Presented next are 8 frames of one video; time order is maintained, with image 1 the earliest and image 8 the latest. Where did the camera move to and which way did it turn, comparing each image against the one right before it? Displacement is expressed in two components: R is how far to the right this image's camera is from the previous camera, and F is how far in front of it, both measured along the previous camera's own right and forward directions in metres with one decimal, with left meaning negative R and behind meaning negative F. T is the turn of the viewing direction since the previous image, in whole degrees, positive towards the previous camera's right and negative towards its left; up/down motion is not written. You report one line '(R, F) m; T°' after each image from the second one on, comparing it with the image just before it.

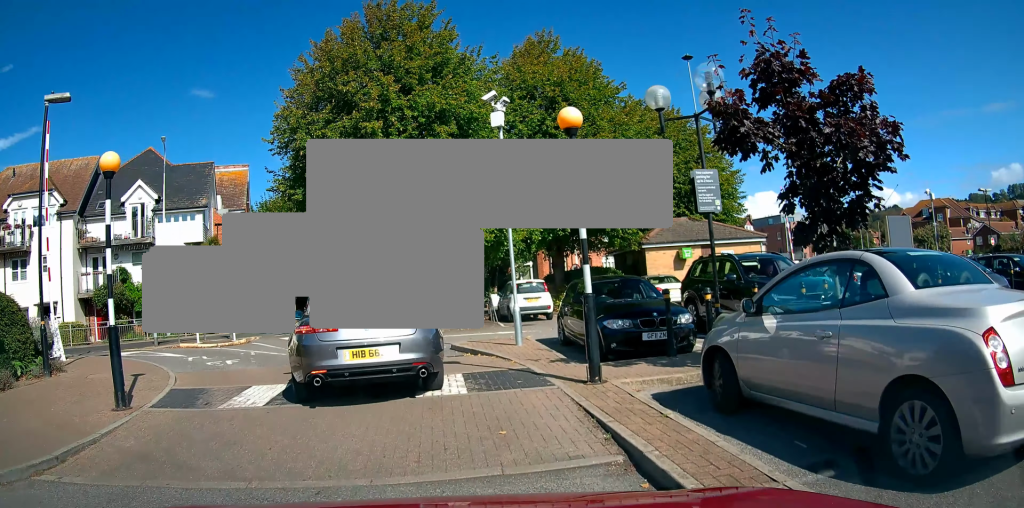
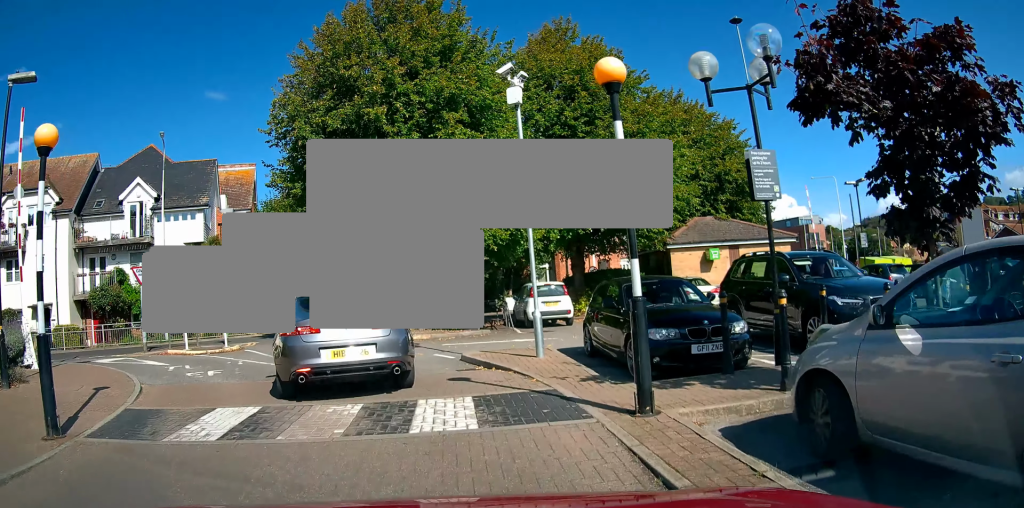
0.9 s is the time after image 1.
(-0.1, +1.6) m; -4°
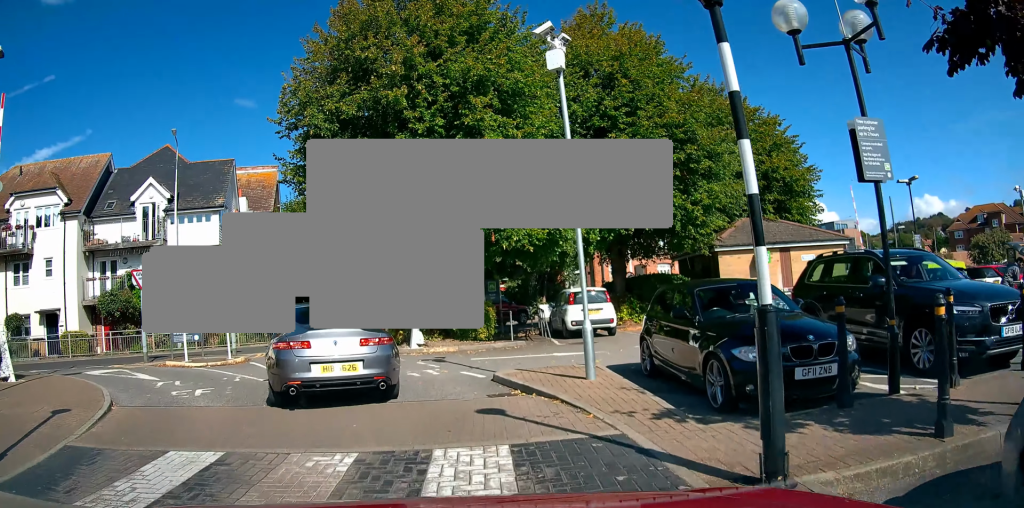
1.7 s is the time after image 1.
(0.0, +1.5) m; -2°
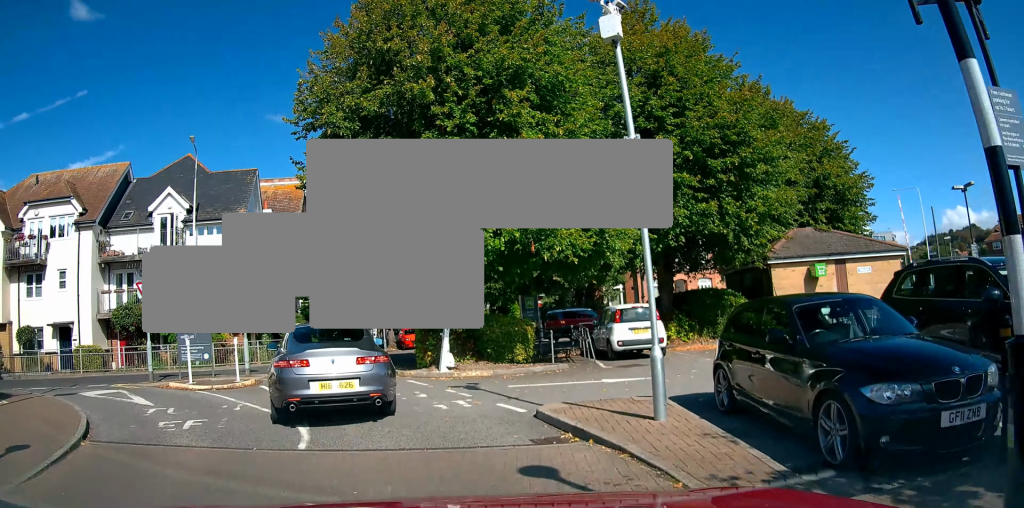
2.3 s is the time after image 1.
(0.0, +1.3) m; -2°
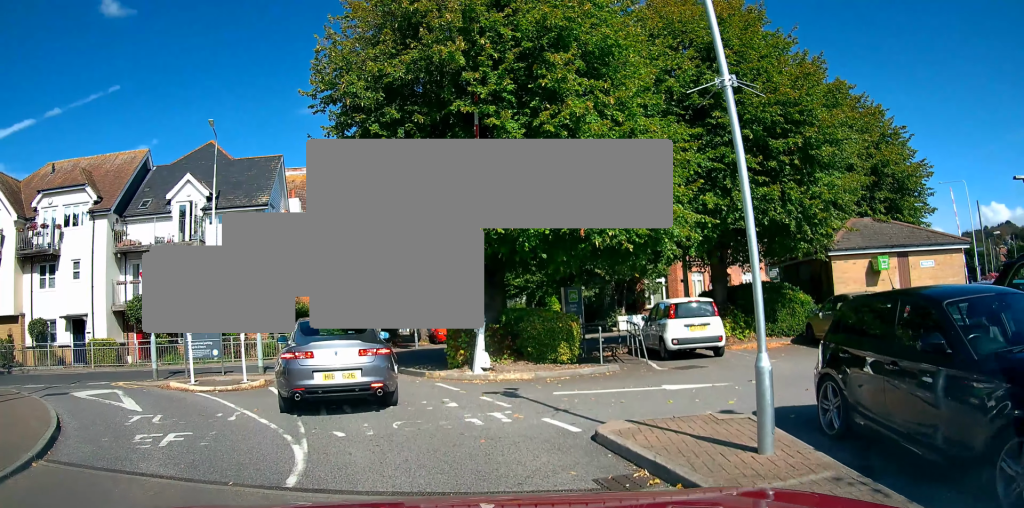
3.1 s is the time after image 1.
(0.0, +1.5) m; -4°
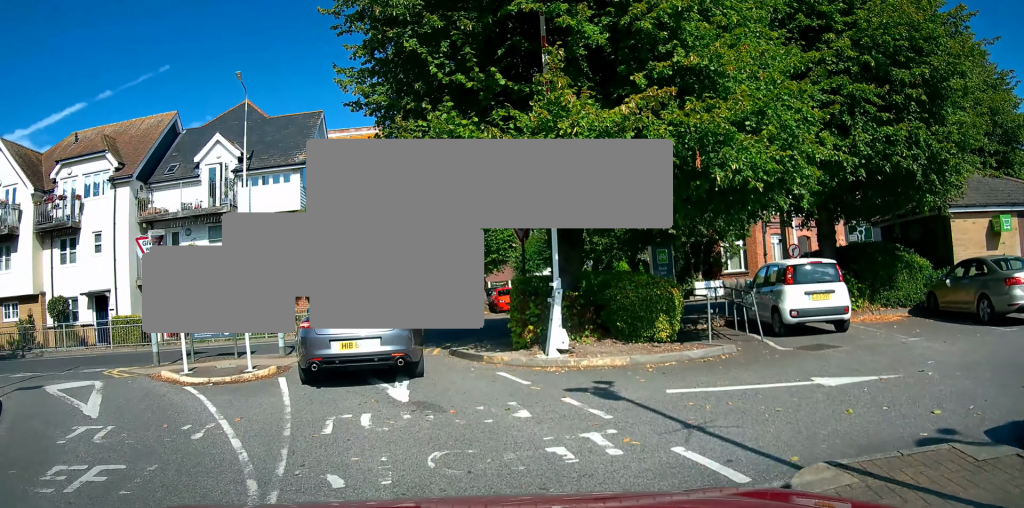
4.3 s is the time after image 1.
(-0.3, +2.6) m; -11°
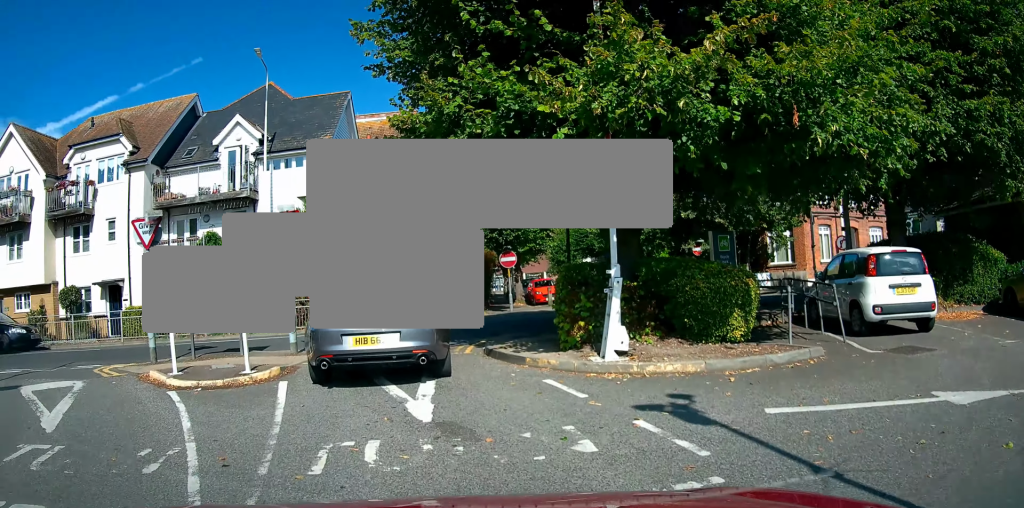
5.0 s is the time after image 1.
(-0.1, +1.6) m; -4°
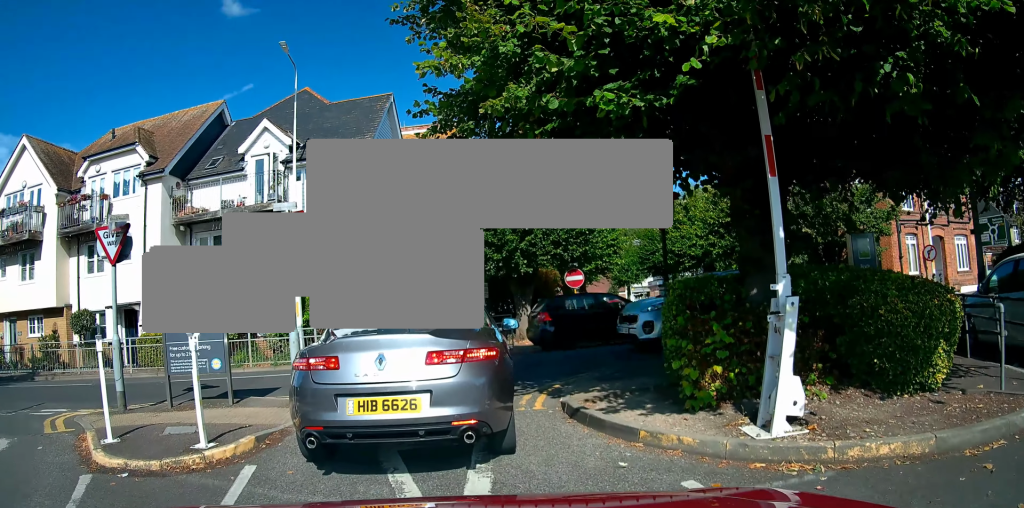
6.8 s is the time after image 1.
(-0.1, +4.9) m; 0°
